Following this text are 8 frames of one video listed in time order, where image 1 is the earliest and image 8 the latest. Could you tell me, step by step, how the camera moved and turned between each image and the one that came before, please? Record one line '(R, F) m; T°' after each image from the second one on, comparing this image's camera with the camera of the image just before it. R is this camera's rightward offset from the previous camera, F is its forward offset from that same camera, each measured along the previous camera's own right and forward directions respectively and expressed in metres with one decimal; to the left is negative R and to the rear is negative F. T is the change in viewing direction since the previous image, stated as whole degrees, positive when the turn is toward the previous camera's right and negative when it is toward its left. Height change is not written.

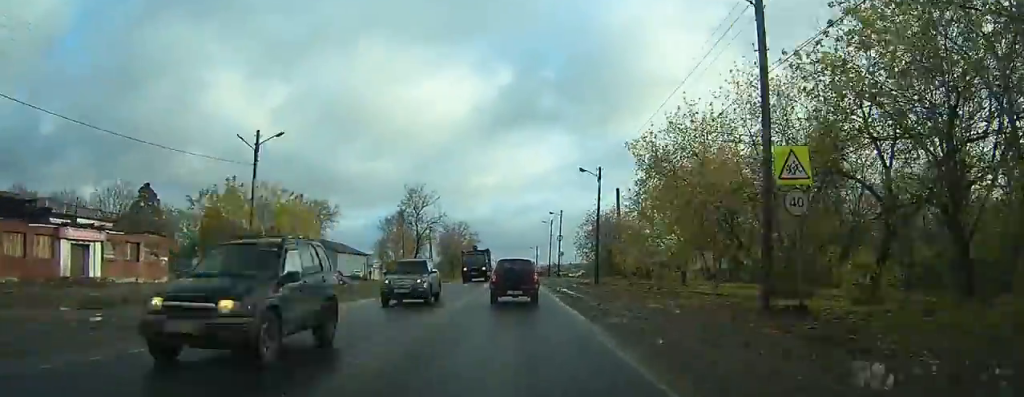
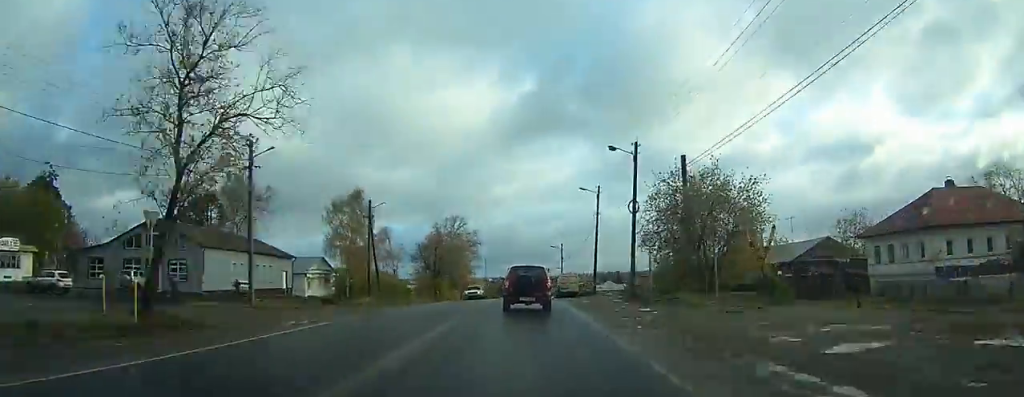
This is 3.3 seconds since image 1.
(-0.8, +47.4) m; -2°
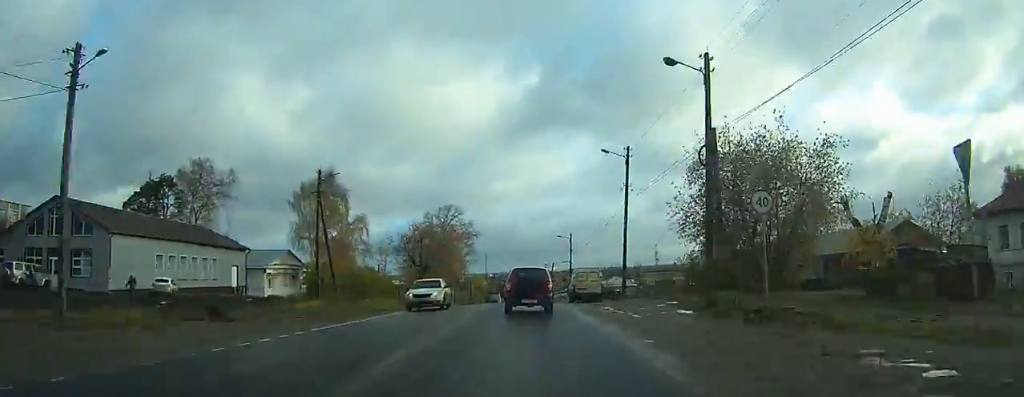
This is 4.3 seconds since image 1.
(0.0, +14.3) m; 0°
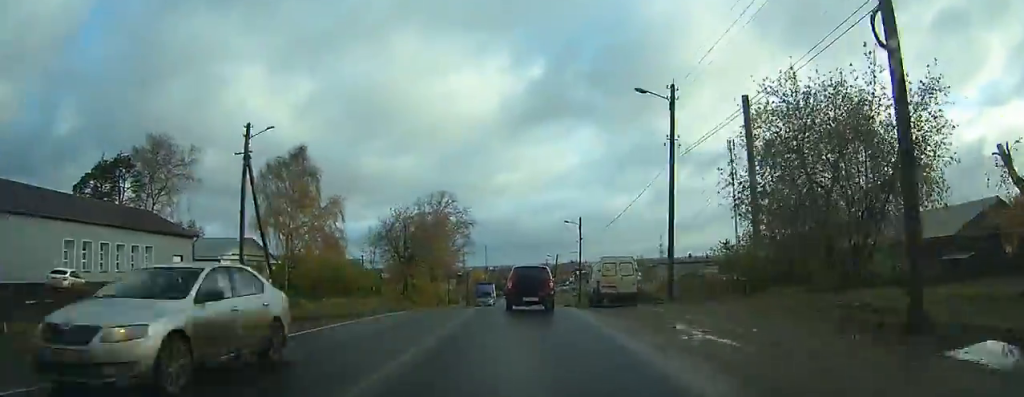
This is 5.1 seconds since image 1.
(0.0, +11.5) m; 0°
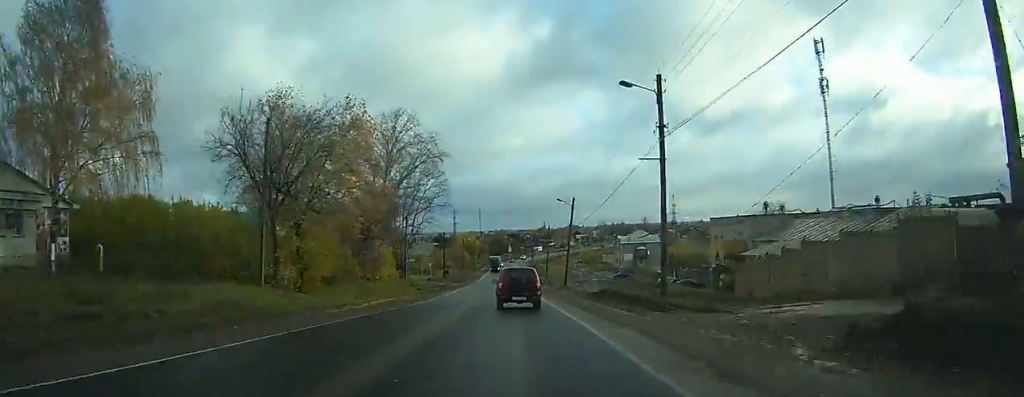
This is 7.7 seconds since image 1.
(-0.3, +38.1) m; -1°
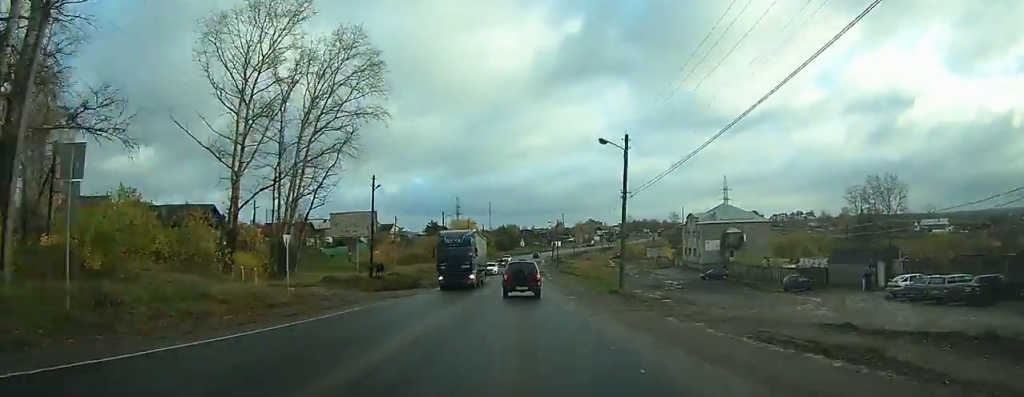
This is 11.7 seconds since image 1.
(-0.6, +60.4) m; -1°
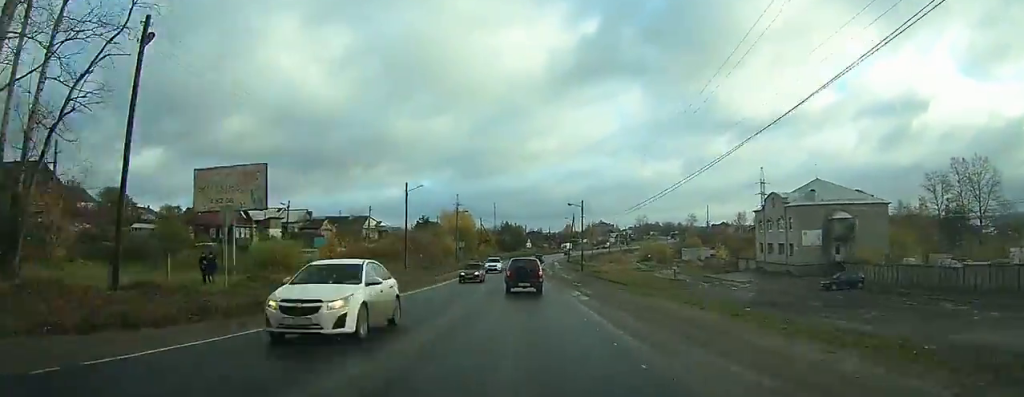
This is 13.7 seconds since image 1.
(-0.1, +32.3) m; 0°
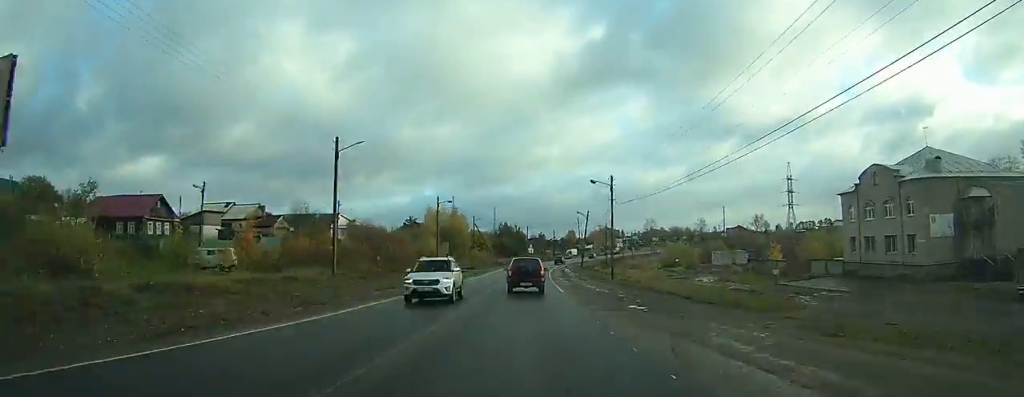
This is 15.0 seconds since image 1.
(0.0, +21.9) m; 0°
